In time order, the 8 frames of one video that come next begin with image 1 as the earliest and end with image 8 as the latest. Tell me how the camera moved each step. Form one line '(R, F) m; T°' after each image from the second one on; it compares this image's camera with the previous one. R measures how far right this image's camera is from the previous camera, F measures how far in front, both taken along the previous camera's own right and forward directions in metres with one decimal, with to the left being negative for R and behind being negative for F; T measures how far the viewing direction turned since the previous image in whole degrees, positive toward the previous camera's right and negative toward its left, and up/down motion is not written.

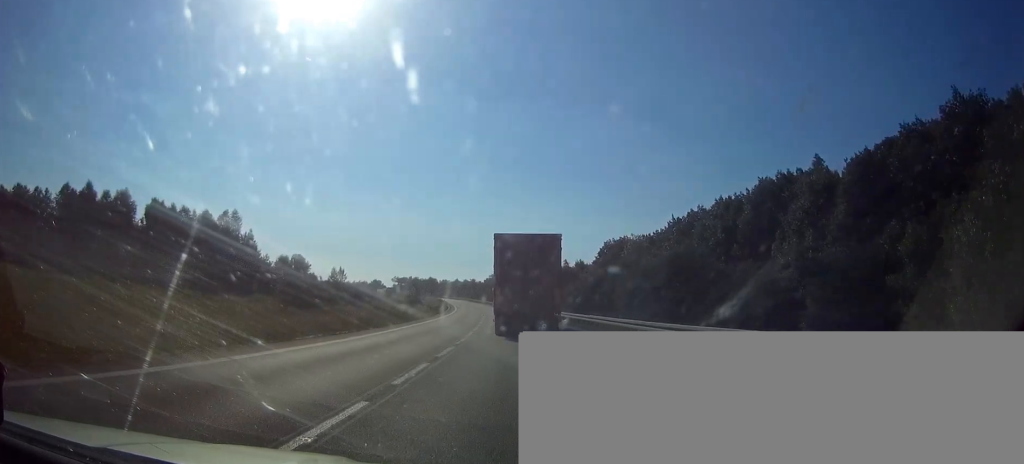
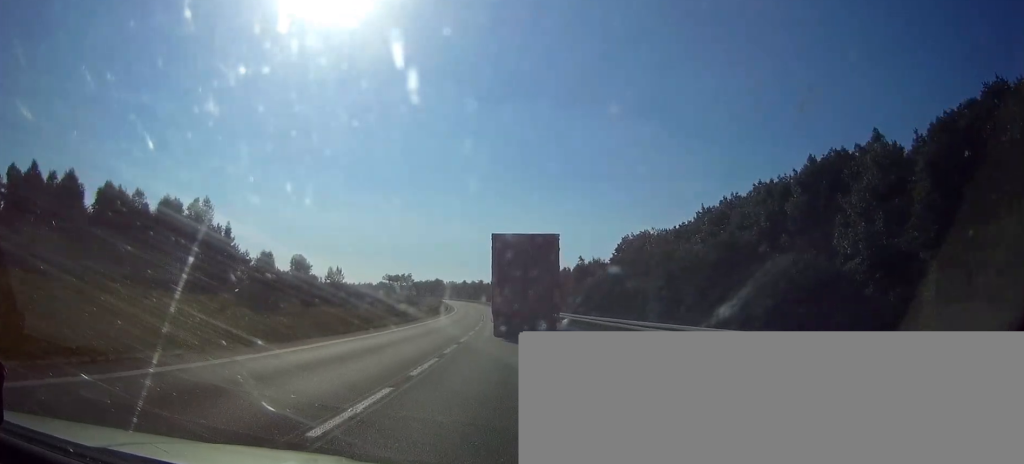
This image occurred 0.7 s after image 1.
(-0.1, +16.4) m; -1°
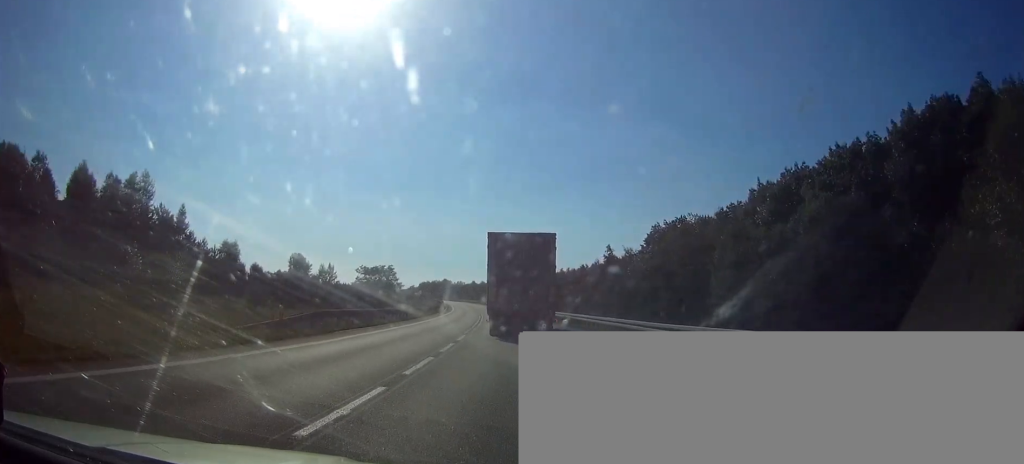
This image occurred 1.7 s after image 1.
(-0.3, +24.2) m; -1°
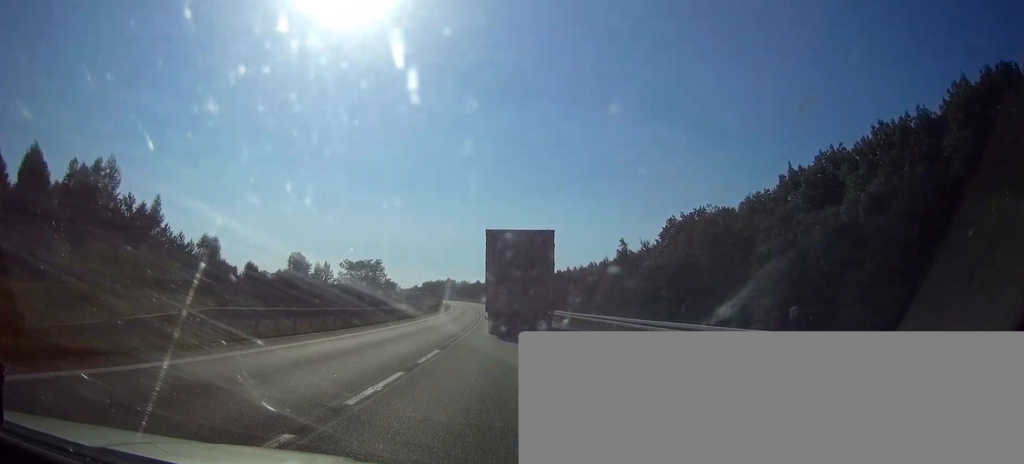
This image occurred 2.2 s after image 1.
(0.0, +10.2) m; 0°
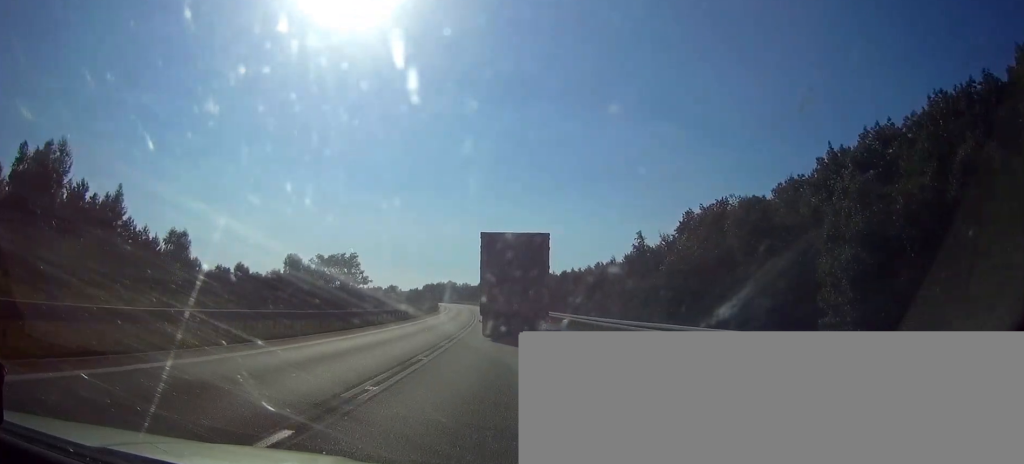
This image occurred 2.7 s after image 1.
(-0.1, +11.7) m; -1°
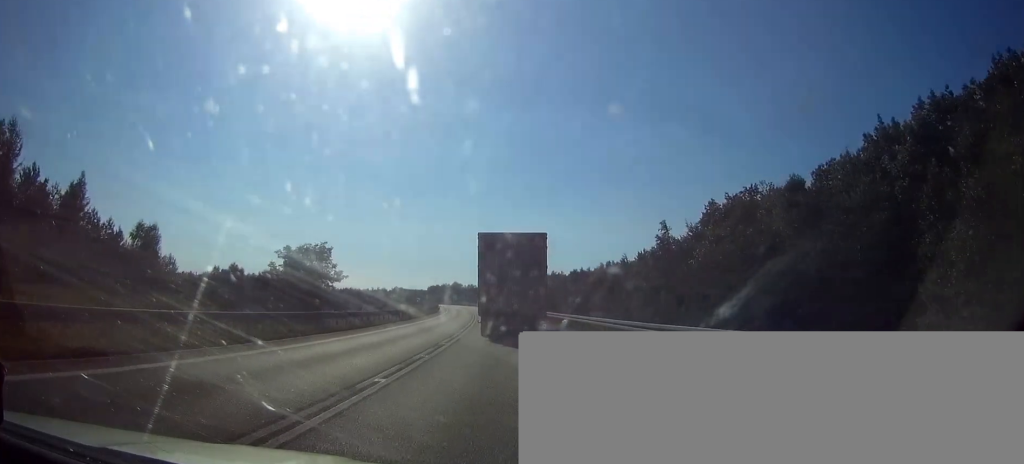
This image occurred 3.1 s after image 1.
(0.0, +10.9) m; -1°
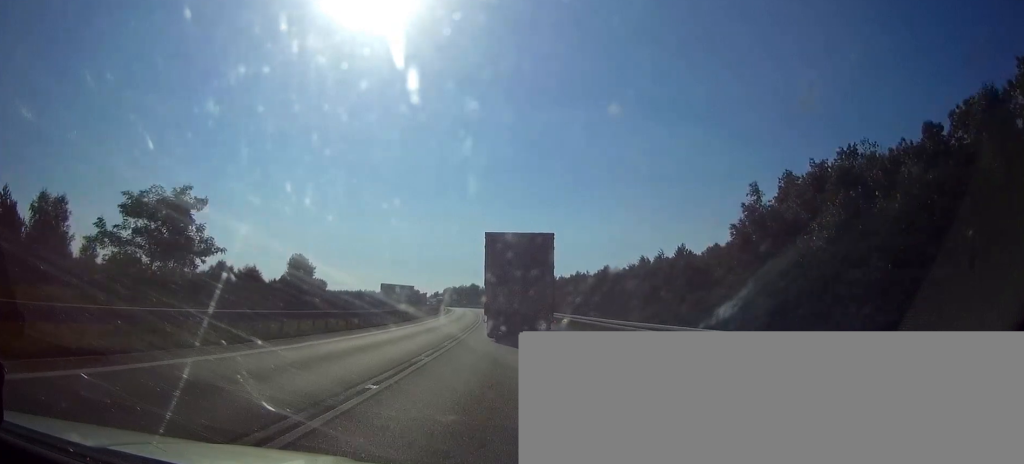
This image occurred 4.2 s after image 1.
(-0.3, +24.8) m; -1°
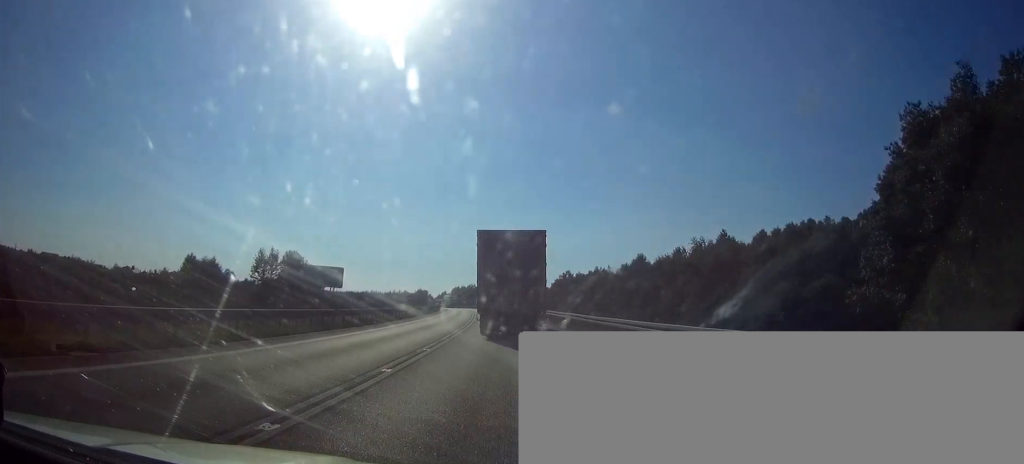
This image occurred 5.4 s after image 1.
(-0.4, +27.7) m; -1°
